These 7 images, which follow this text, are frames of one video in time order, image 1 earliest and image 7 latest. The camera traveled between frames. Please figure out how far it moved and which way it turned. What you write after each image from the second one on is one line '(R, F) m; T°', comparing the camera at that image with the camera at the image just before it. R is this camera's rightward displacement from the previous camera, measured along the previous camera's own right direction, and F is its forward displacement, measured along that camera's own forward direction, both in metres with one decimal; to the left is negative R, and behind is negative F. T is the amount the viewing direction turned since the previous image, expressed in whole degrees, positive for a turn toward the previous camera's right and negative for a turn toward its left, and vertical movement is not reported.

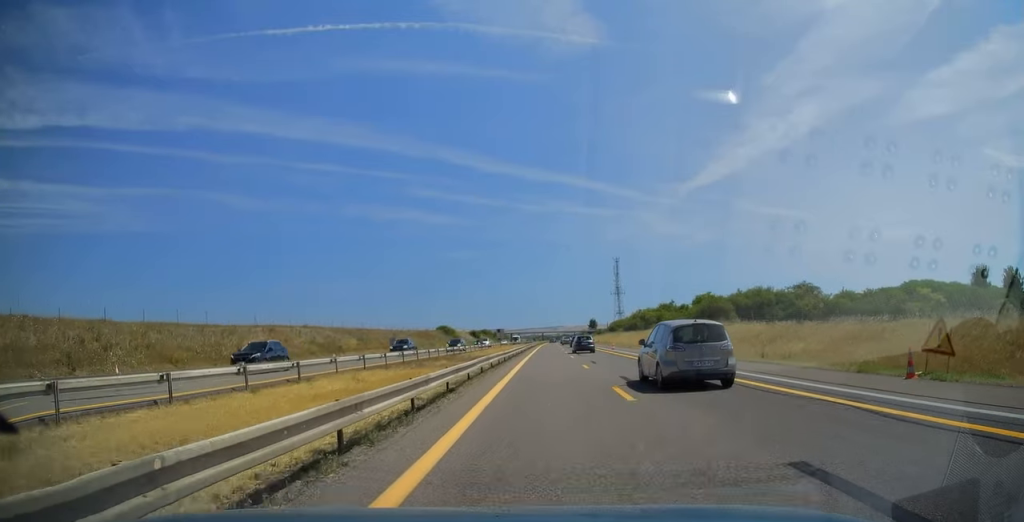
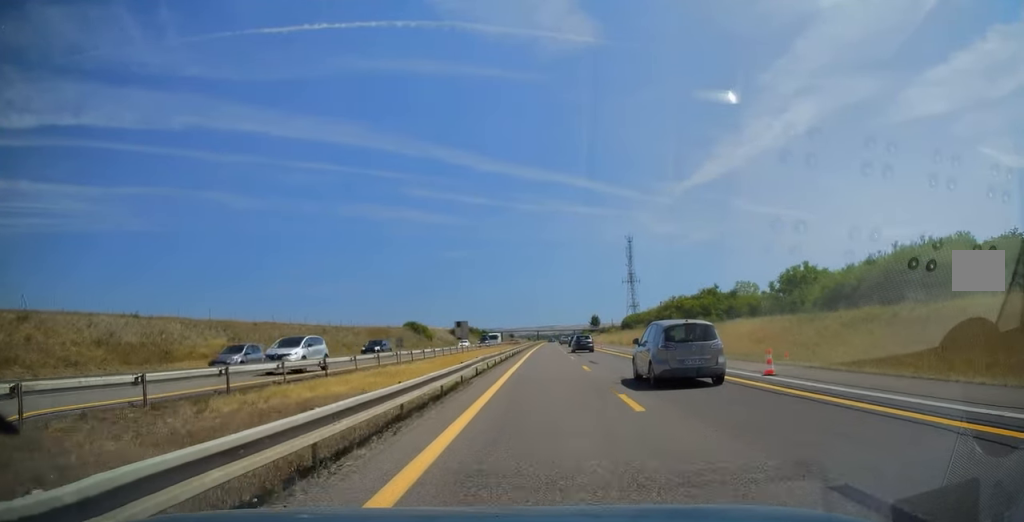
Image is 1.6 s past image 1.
(-0.6, +40.7) m; -1°
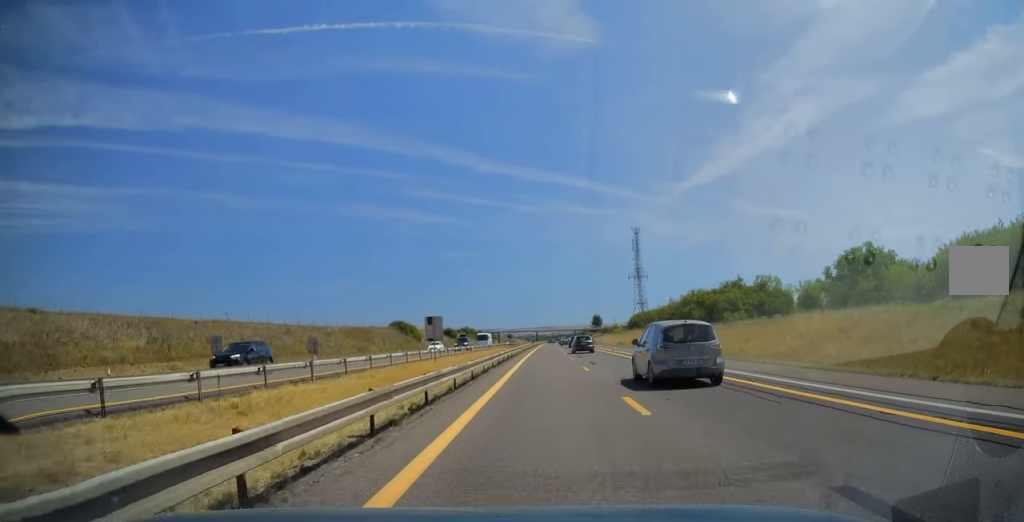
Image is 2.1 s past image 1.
(+0.2, +13.4) m; +1°
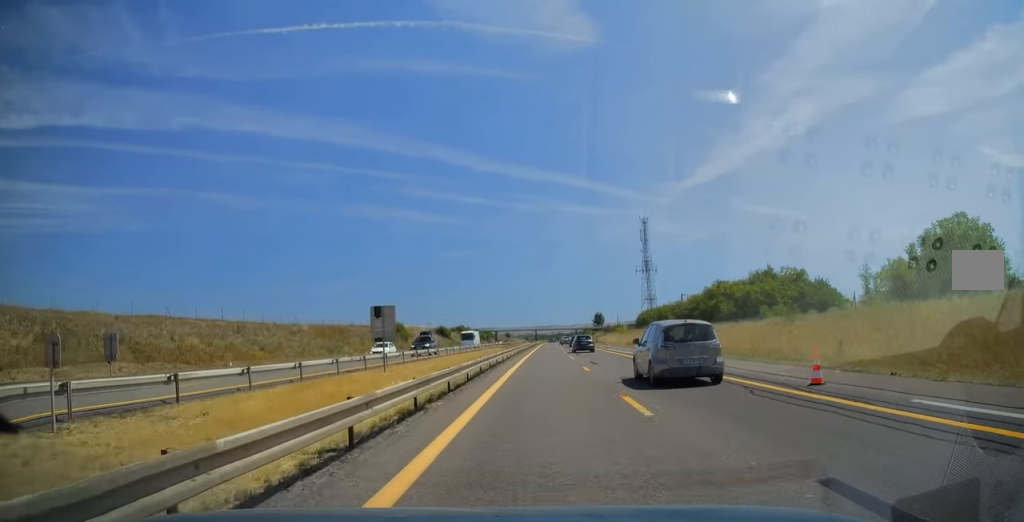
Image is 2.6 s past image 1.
(+0.1, +13.0) m; +1°
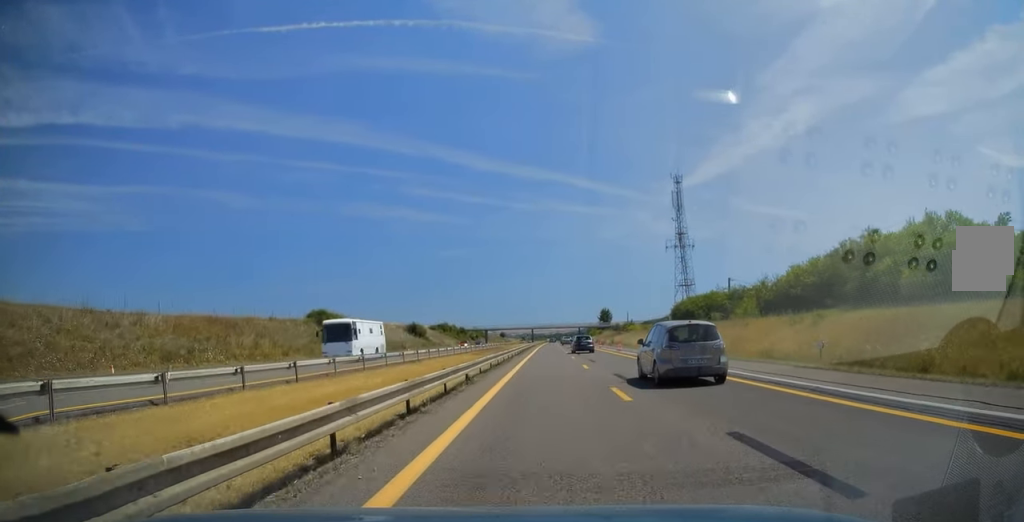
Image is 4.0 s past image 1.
(+0.3, +36.5) m; +1°
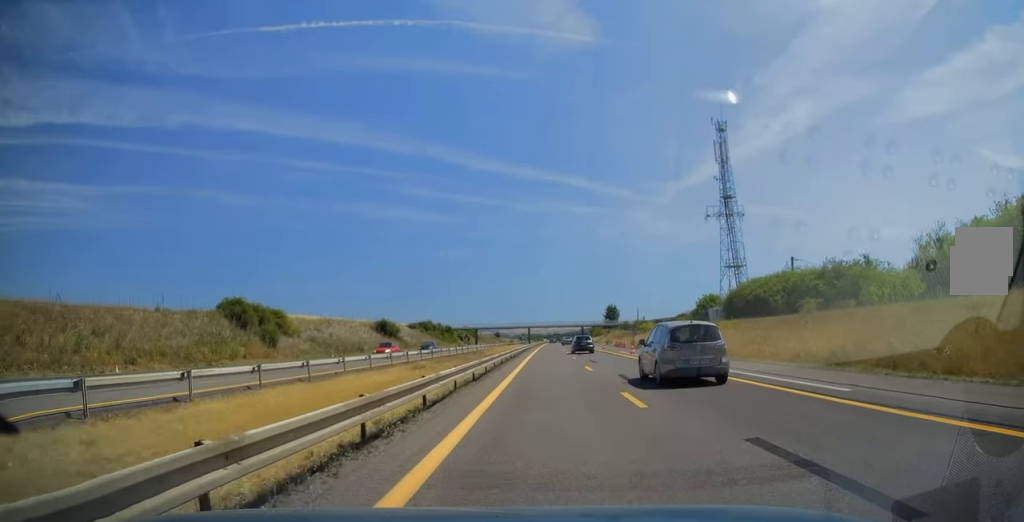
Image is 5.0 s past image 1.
(+0.1, +27.0) m; 0°
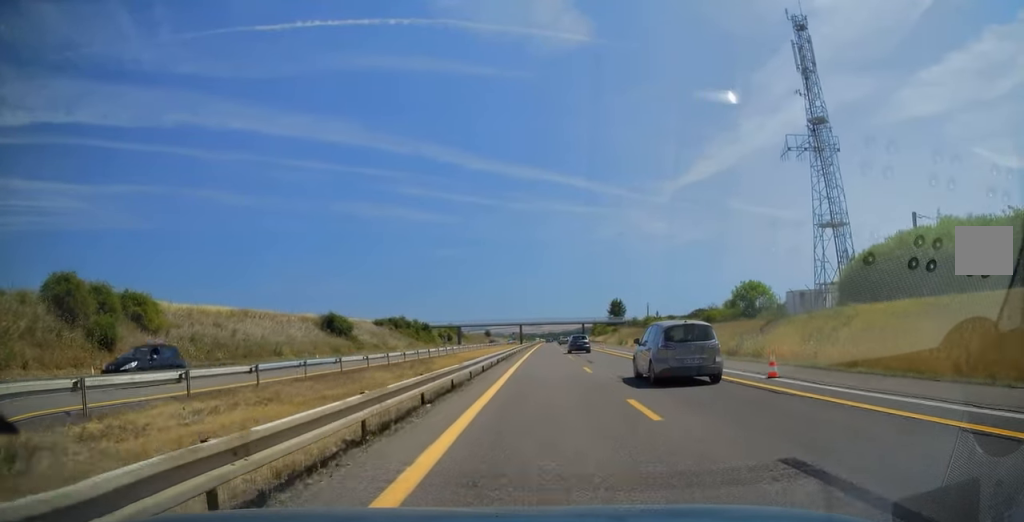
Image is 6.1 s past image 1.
(-0.3, +27.7) m; 0°
